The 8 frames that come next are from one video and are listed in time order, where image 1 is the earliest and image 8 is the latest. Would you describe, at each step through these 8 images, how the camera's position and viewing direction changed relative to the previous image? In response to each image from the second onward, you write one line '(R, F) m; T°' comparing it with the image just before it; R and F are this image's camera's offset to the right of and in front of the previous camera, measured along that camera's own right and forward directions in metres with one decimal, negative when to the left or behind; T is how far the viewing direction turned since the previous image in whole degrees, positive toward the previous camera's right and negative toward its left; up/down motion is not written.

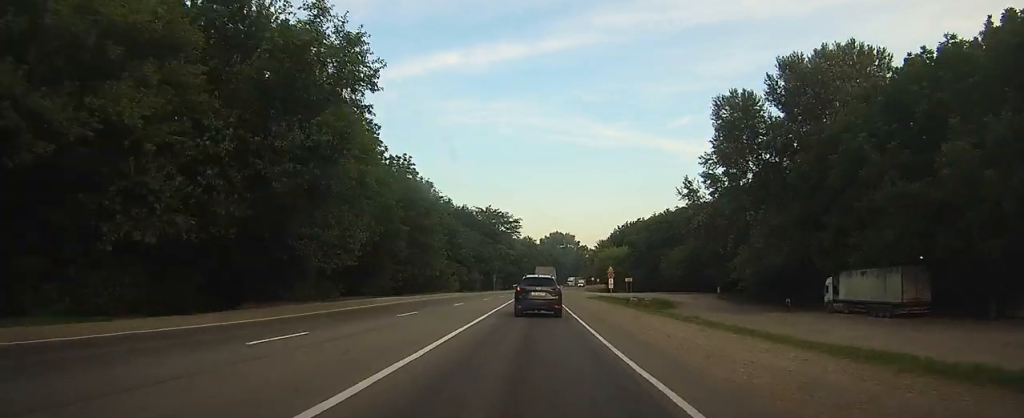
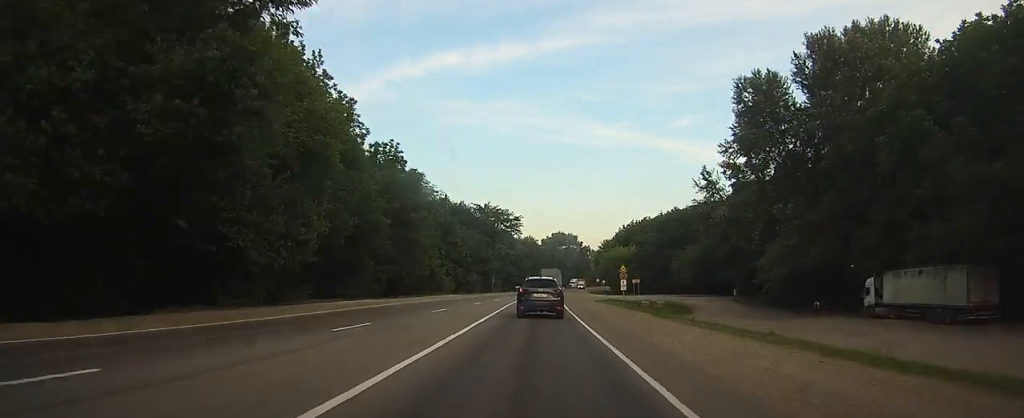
(0.0, +7.4) m; 0°
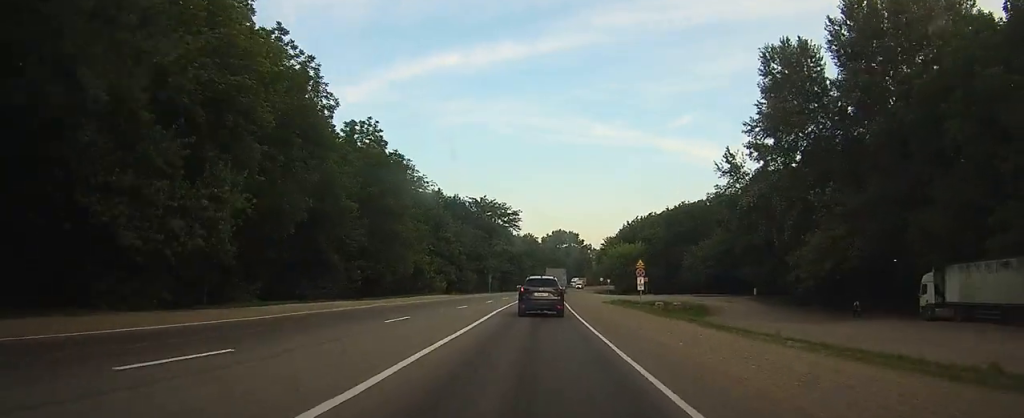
(+0.1, +8.5) m; 0°
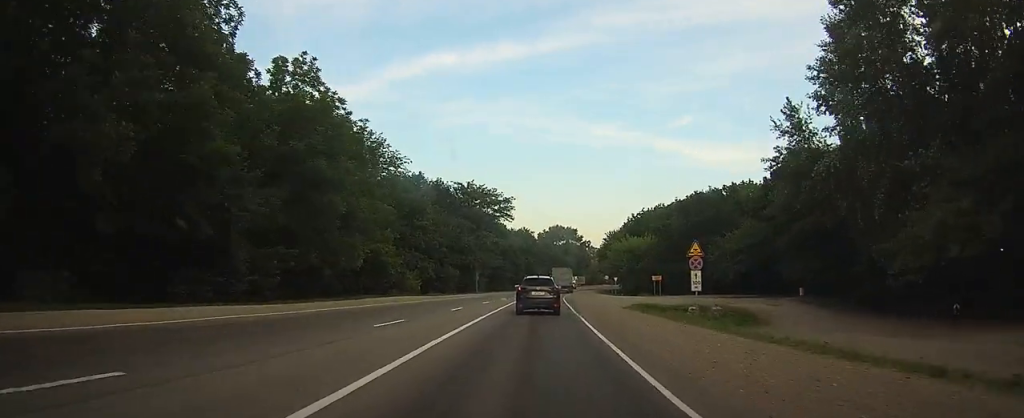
(+0.1, +16.0) m; +1°
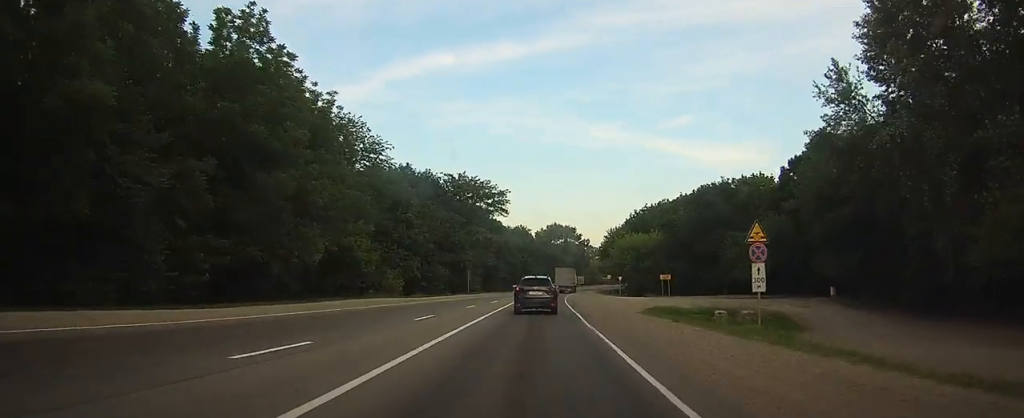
(0.0, +8.0) m; 0°
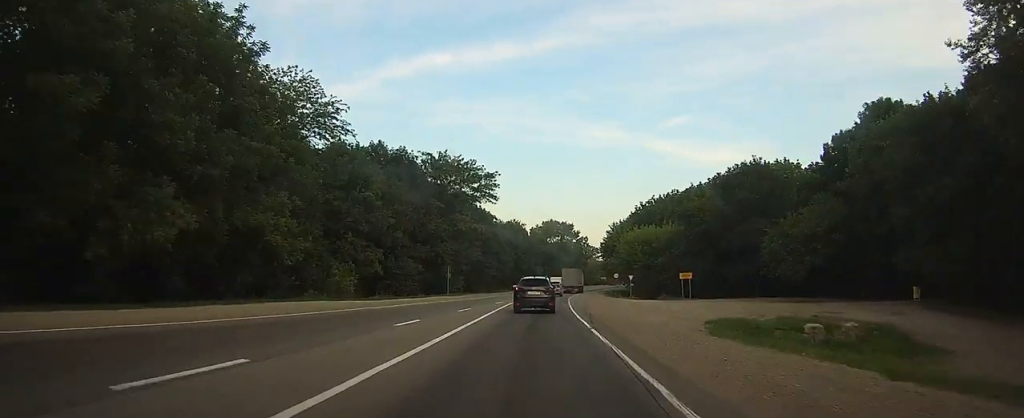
(0.0, +14.9) m; 0°
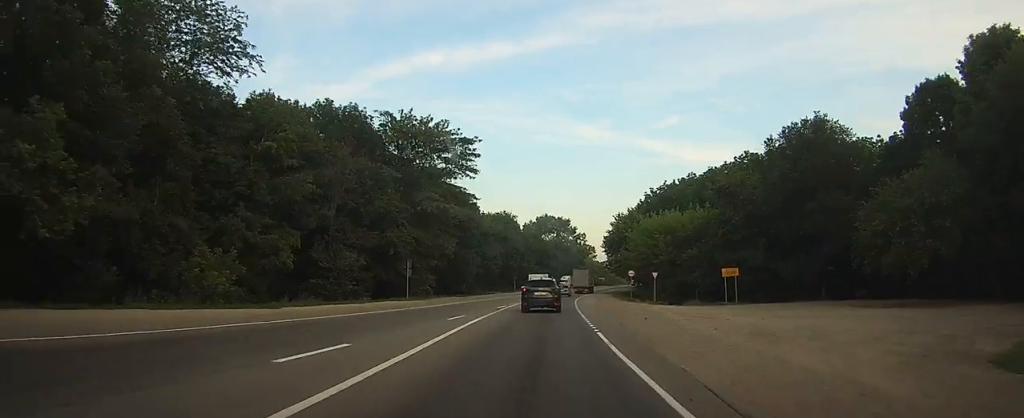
(+0.1, +19.0) m; +1°
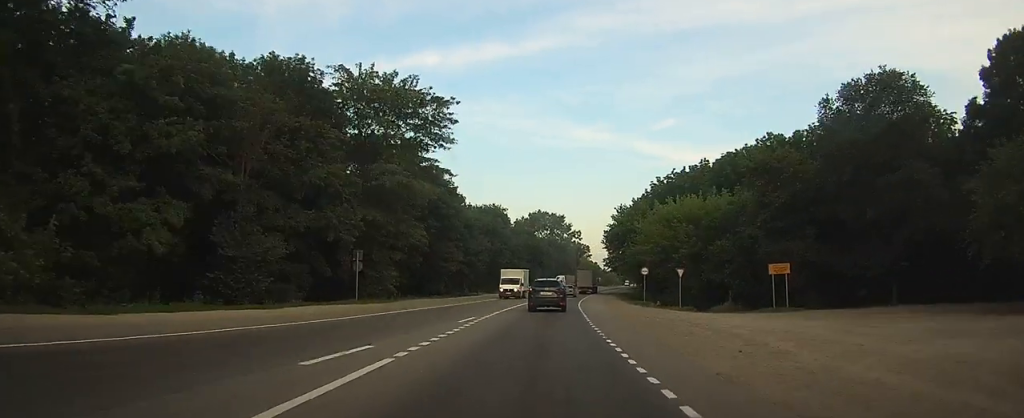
(0.0, +12.7) m; 0°
